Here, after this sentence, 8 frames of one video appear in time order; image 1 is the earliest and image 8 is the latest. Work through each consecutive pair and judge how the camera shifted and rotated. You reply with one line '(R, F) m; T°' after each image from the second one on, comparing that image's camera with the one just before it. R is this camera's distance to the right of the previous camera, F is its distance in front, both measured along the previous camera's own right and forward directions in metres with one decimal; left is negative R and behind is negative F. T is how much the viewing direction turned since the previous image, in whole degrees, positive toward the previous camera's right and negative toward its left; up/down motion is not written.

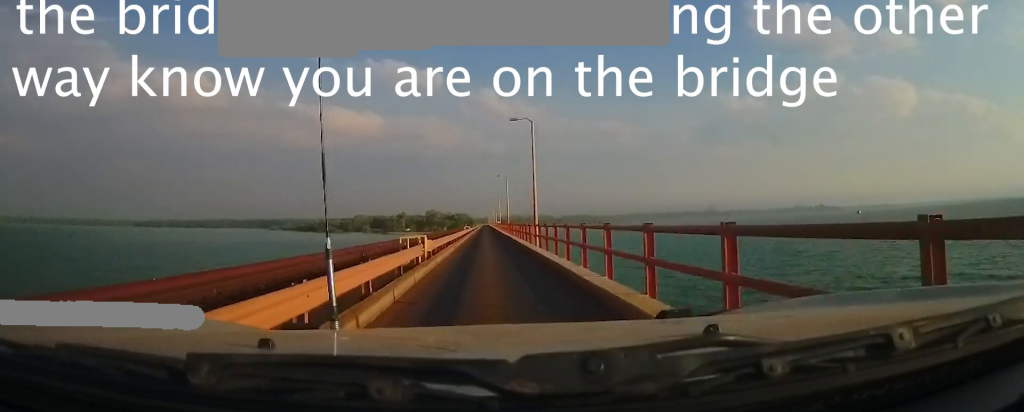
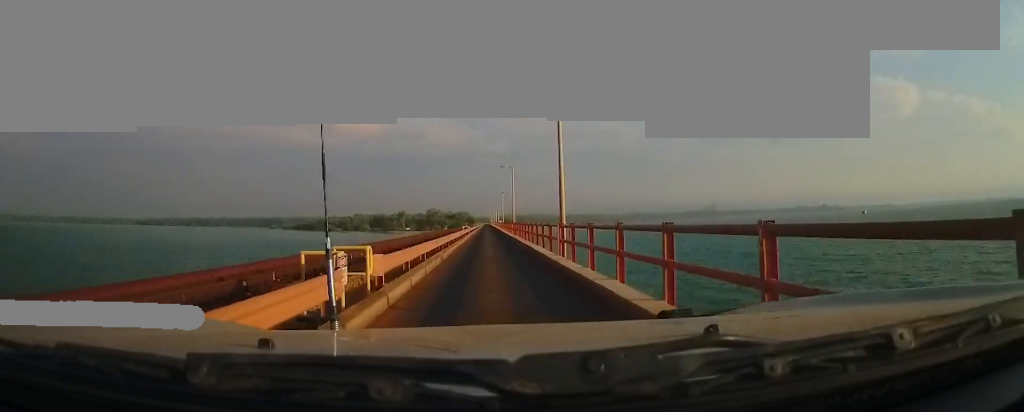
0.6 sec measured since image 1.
(+0.3, +10.4) m; +1°
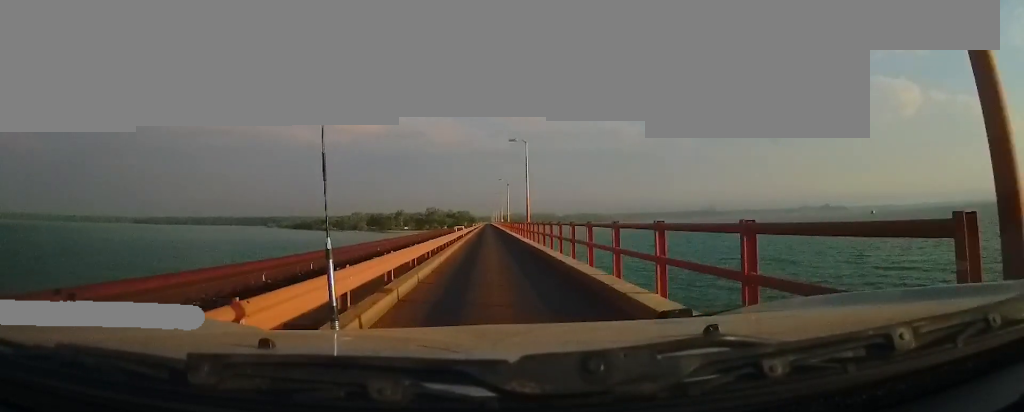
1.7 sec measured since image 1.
(+0.1, +17.3) m; 0°
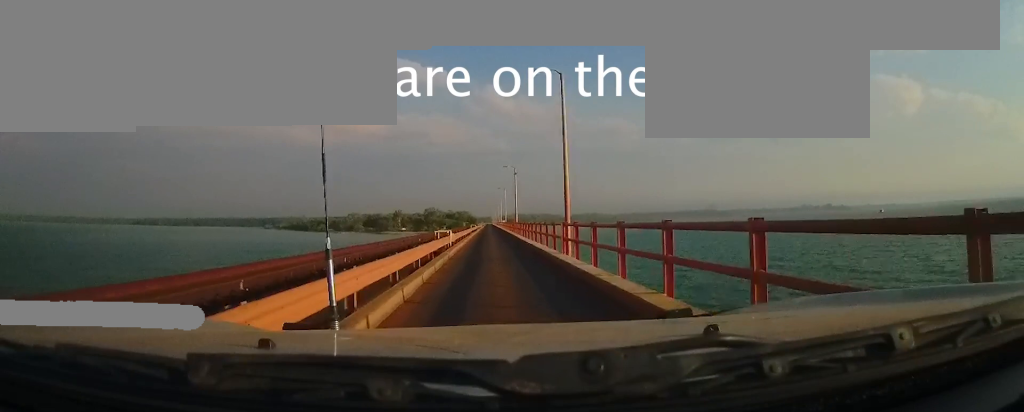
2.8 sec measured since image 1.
(0.0, +18.7) m; 0°
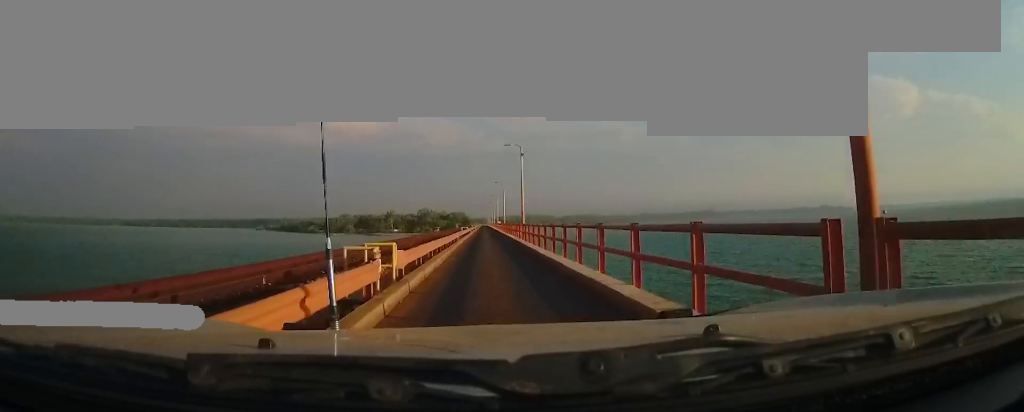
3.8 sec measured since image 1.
(0.0, +16.7) m; 0°
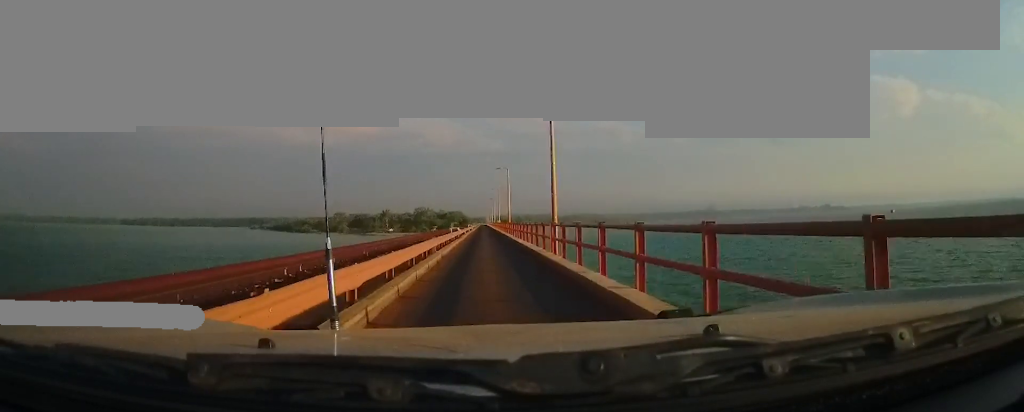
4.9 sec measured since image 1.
(0.0, +18.9) m; 0°
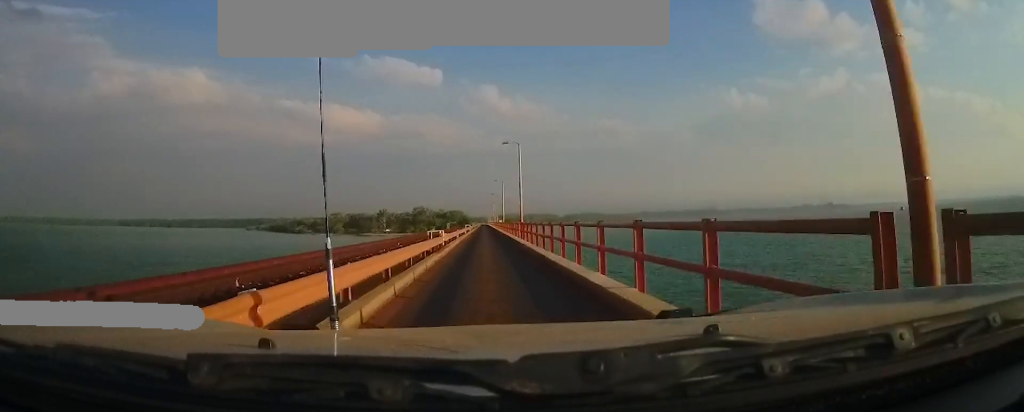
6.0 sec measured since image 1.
(+0.1, +18.2) m; +2°
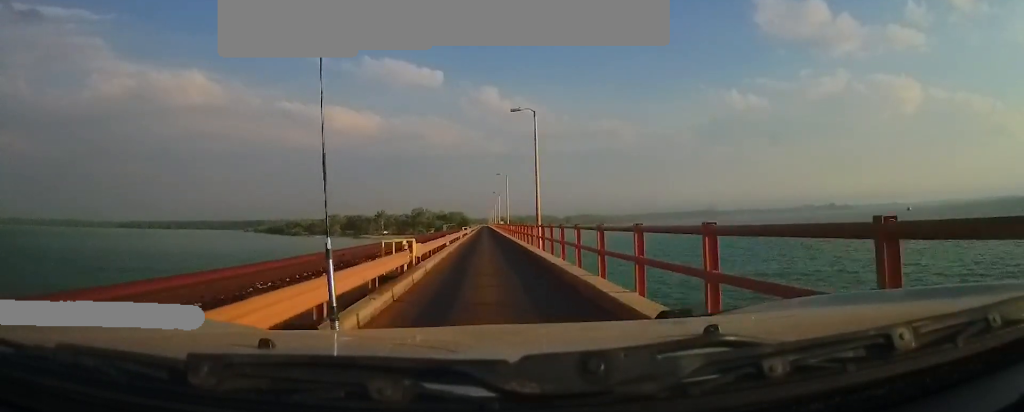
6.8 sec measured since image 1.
(+0.4, +12.6) m; 0°
